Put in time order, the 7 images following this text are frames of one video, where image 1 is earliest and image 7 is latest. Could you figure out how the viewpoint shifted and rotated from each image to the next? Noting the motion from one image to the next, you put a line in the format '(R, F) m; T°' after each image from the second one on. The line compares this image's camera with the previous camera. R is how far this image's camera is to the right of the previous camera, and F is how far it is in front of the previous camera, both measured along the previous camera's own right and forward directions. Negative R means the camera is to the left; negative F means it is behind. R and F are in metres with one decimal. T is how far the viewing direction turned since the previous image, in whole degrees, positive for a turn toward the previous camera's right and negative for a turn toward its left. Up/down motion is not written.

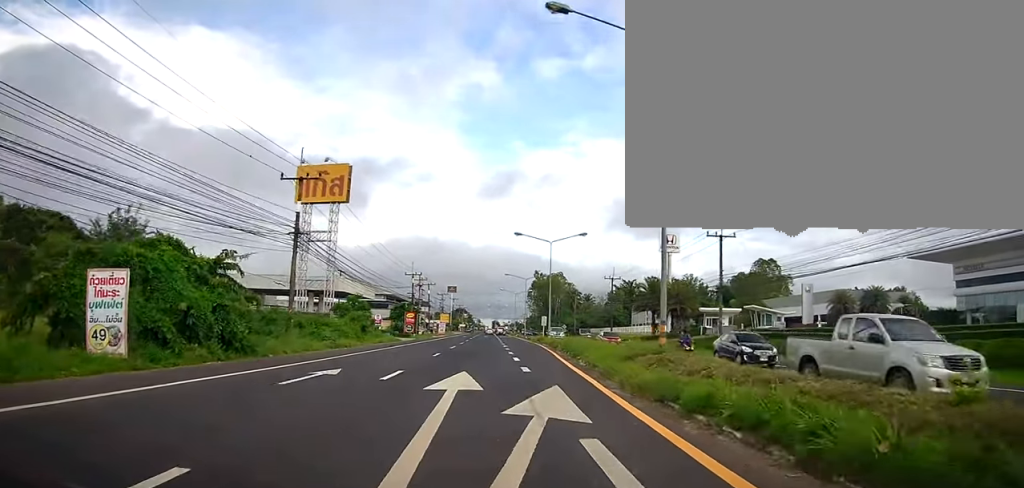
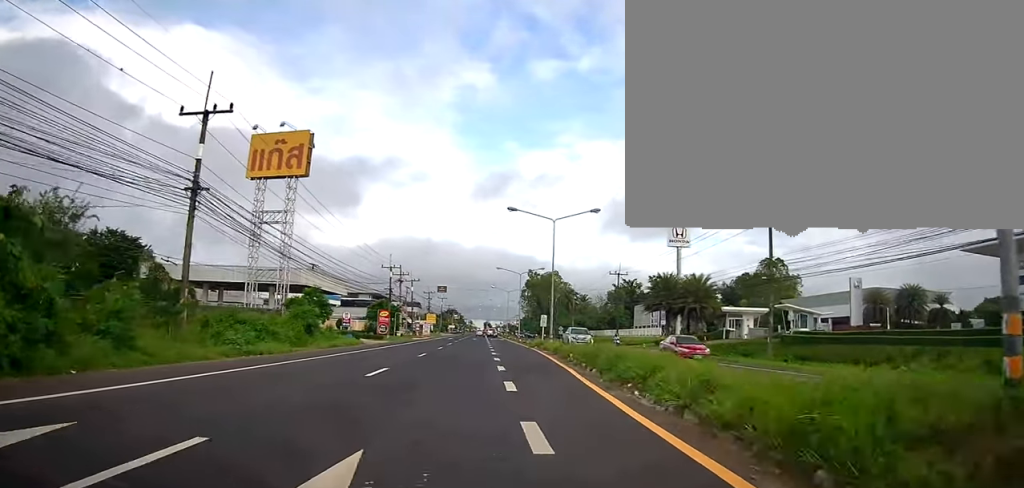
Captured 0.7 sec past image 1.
(+0.5, +10.8) m; 0°
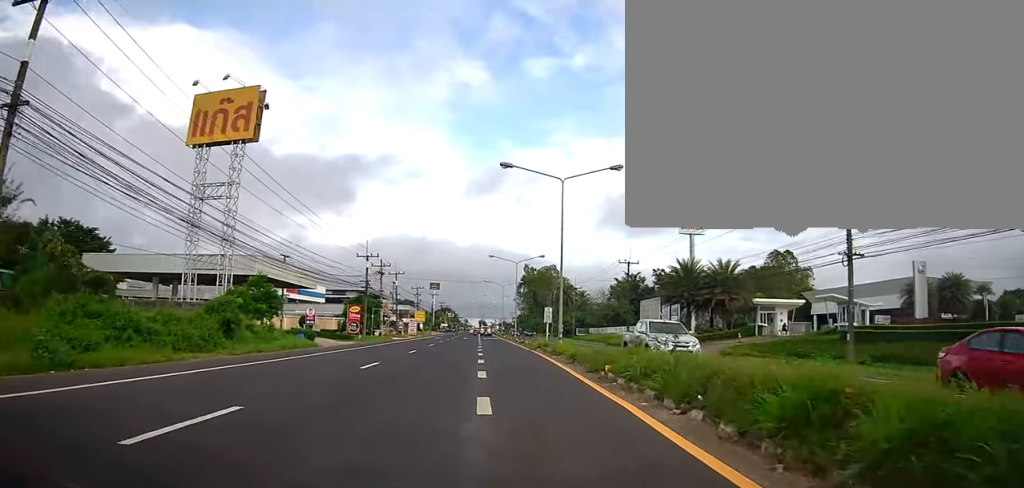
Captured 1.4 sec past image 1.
(+0.1, +10.1) m; -1°
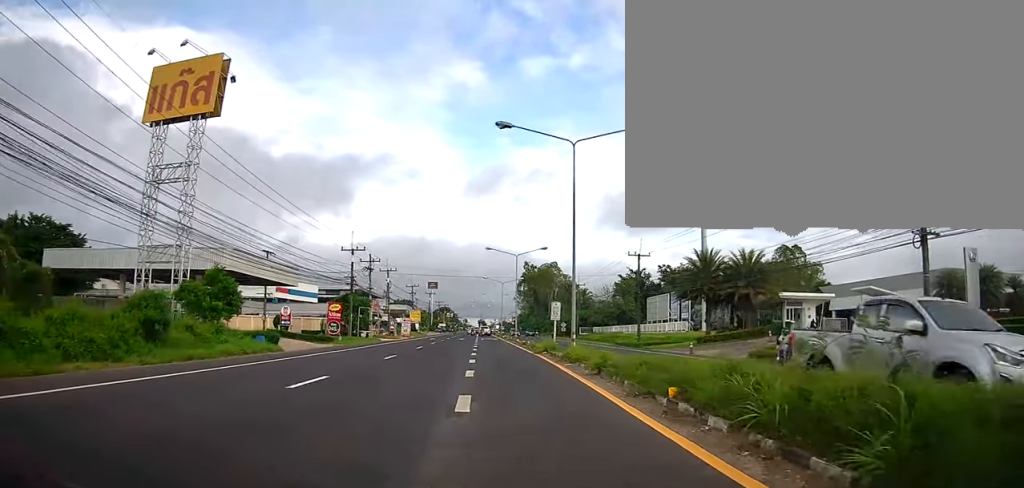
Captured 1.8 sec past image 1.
(-0.2, +5.8) m; -2°
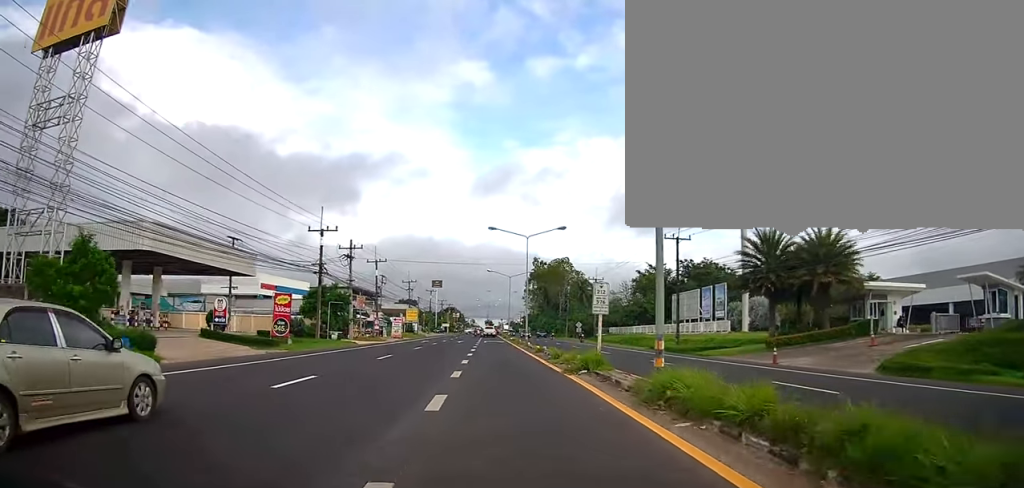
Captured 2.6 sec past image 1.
(-0.3, +12.0) m; 0°
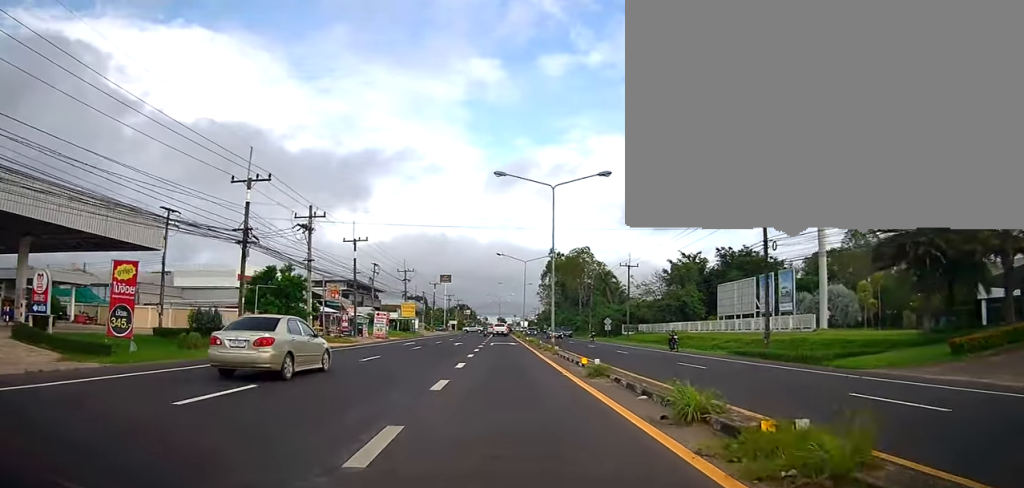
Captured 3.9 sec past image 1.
(+0.6, +16.3) m; 0°
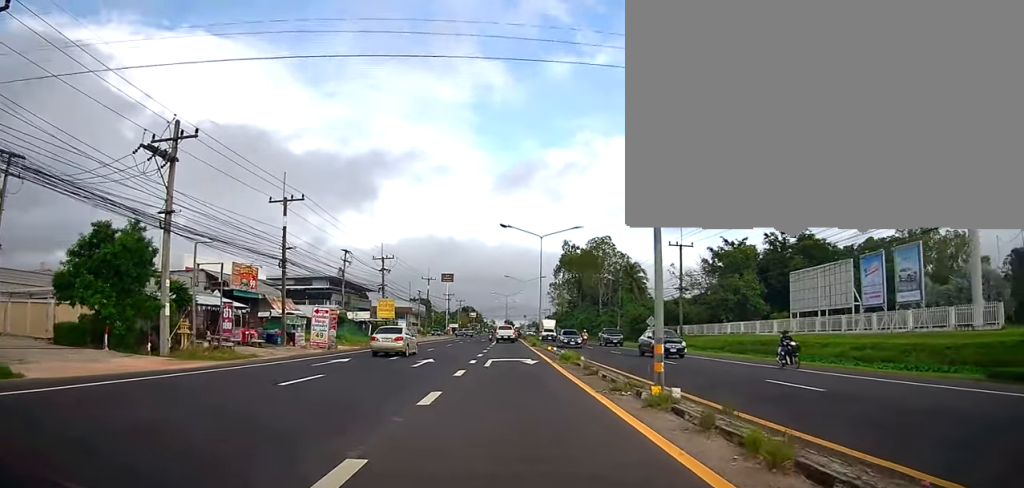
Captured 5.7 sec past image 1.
(-0.6, +20.9) m; 0°
